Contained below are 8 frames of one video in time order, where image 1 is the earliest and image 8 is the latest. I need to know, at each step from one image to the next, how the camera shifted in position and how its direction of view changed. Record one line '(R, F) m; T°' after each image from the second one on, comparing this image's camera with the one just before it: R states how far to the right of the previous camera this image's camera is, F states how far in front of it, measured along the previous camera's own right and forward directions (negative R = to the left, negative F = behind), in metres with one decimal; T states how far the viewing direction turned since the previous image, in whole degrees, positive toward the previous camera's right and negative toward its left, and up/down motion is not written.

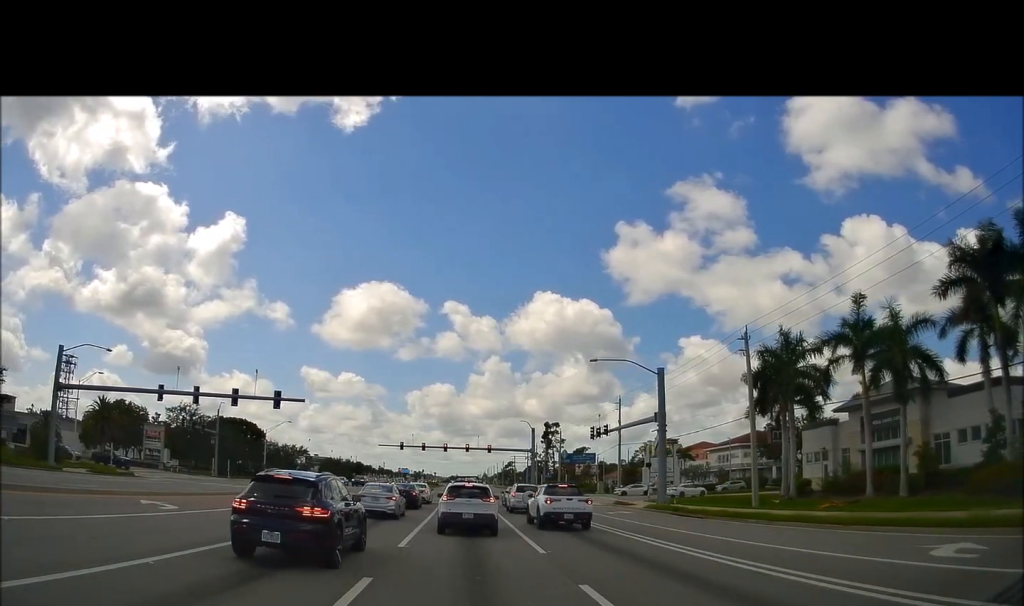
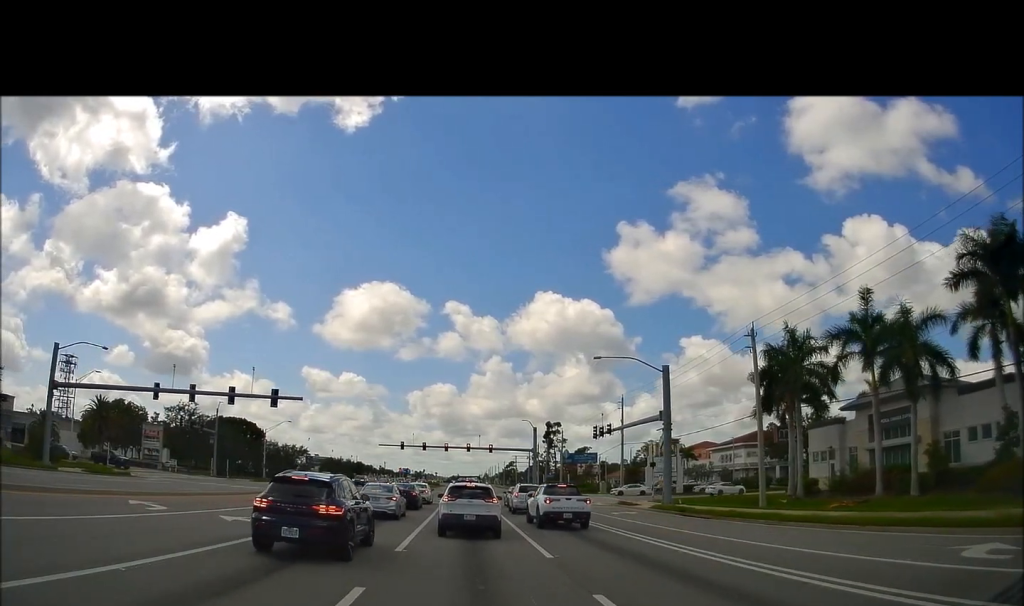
(0.0, +1.3) m; 0°
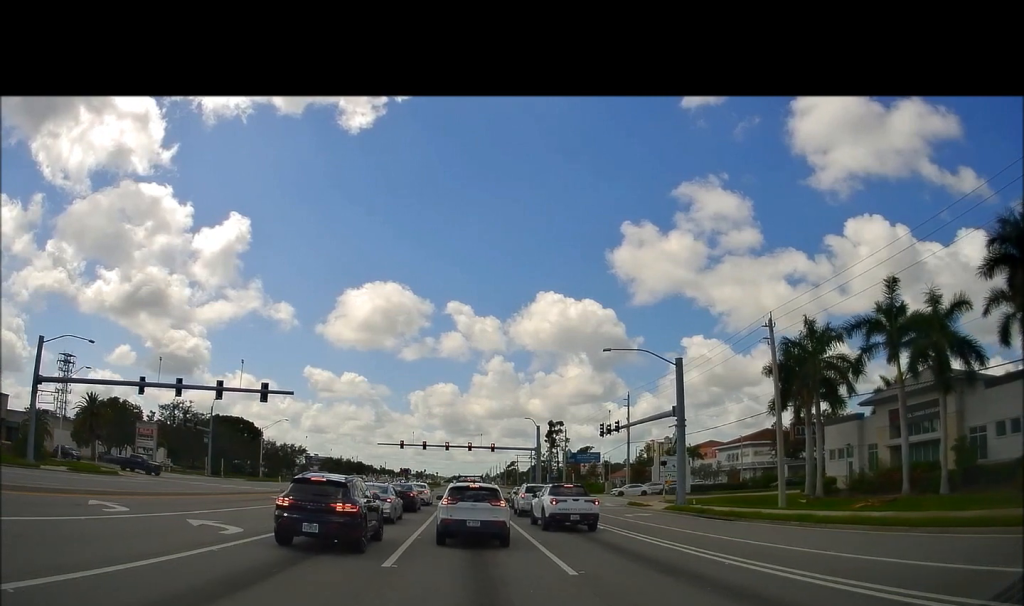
(0.0, +3.2) m; 0°
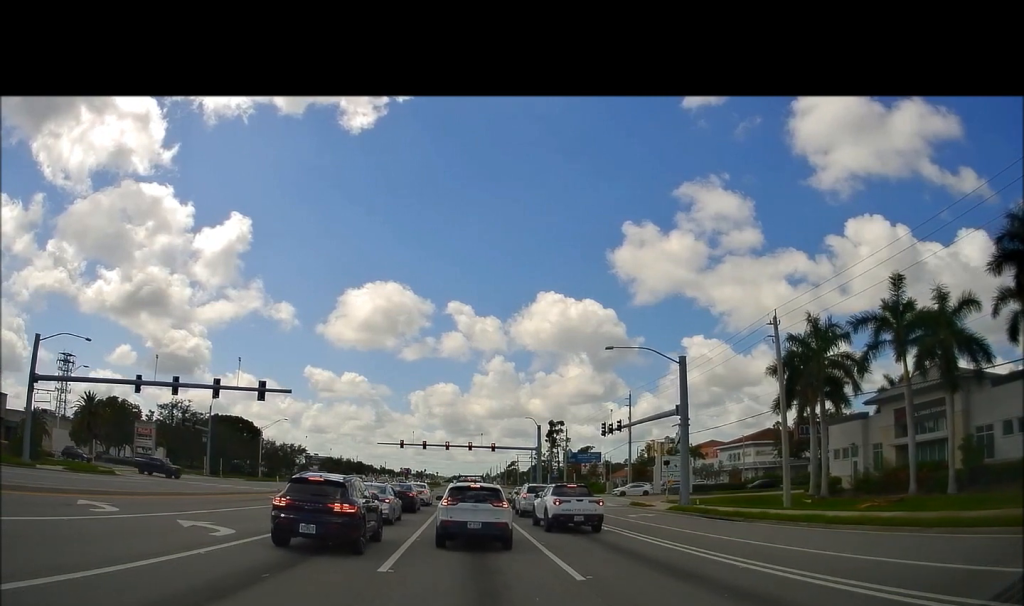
(0.0, +0.6) m; 0°
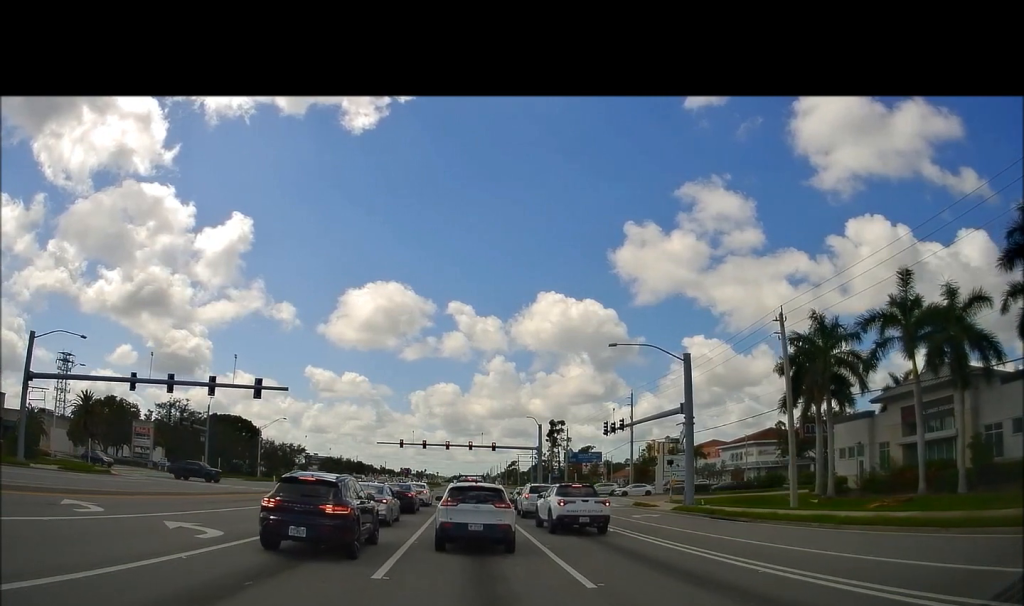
(0.0, +0.8) m; 0°
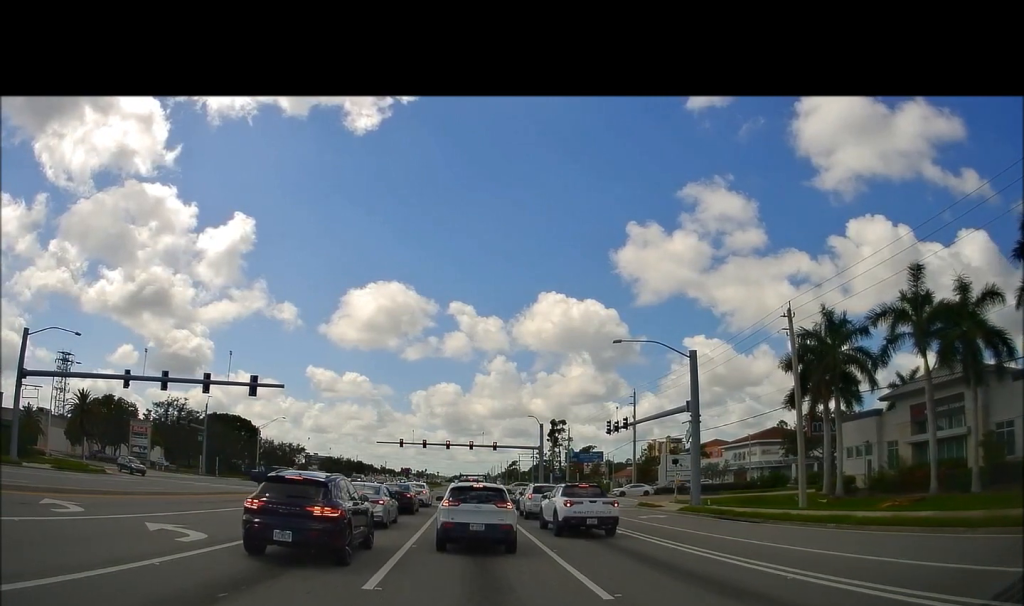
(0.0, +1.2) m; 0°
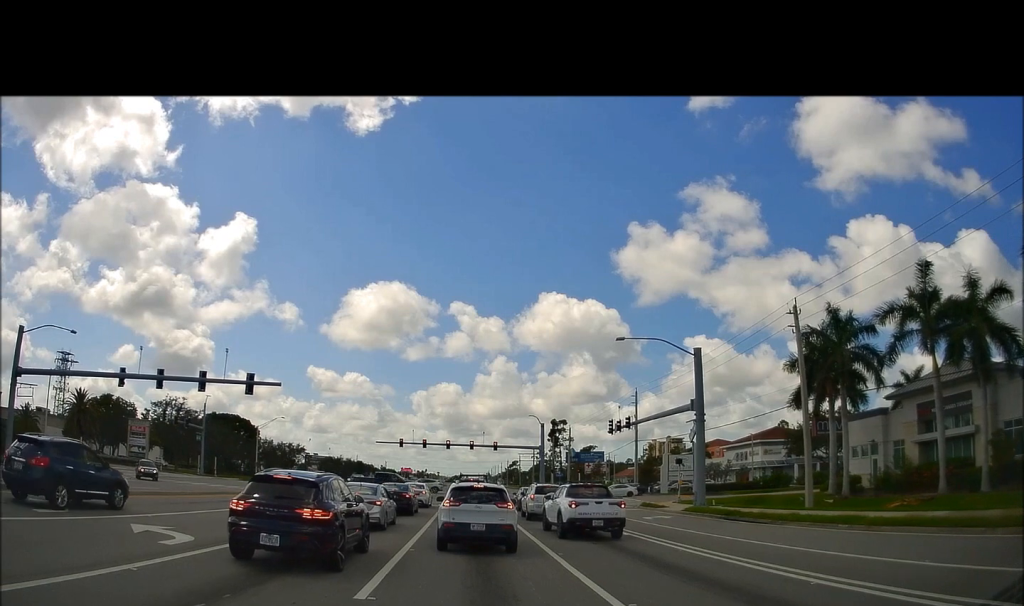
(-0.4, +0.6) m; 0°
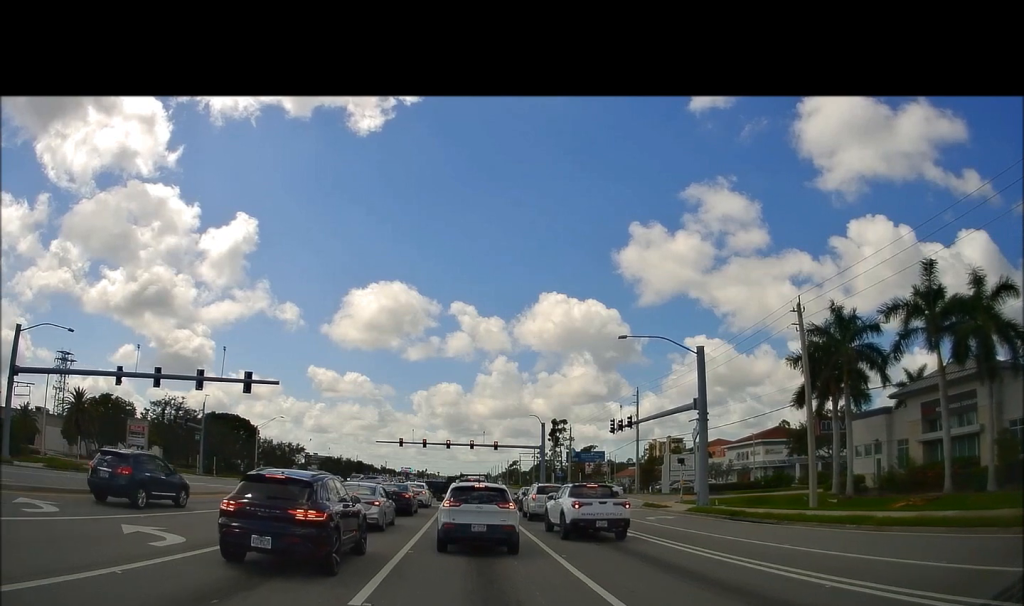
(-0.2, +0.2) m; 0°
